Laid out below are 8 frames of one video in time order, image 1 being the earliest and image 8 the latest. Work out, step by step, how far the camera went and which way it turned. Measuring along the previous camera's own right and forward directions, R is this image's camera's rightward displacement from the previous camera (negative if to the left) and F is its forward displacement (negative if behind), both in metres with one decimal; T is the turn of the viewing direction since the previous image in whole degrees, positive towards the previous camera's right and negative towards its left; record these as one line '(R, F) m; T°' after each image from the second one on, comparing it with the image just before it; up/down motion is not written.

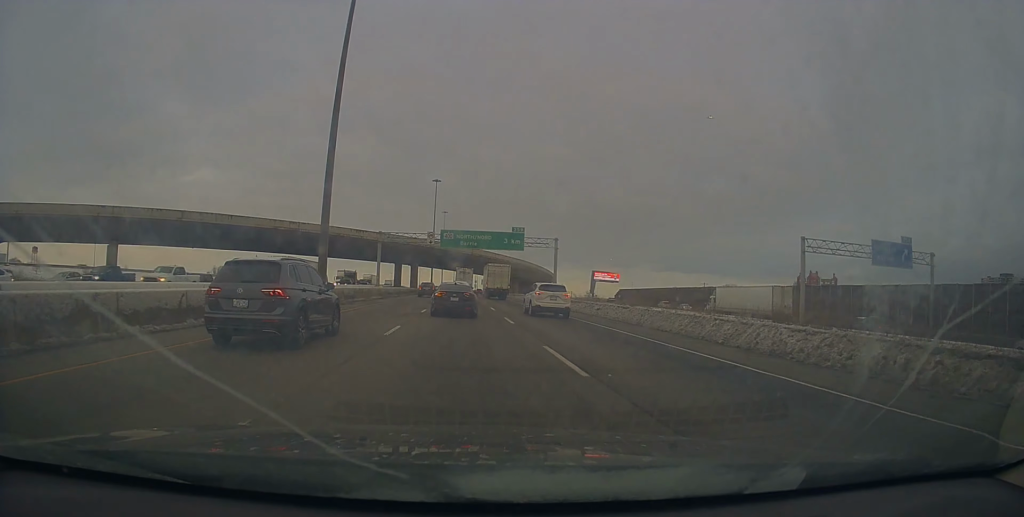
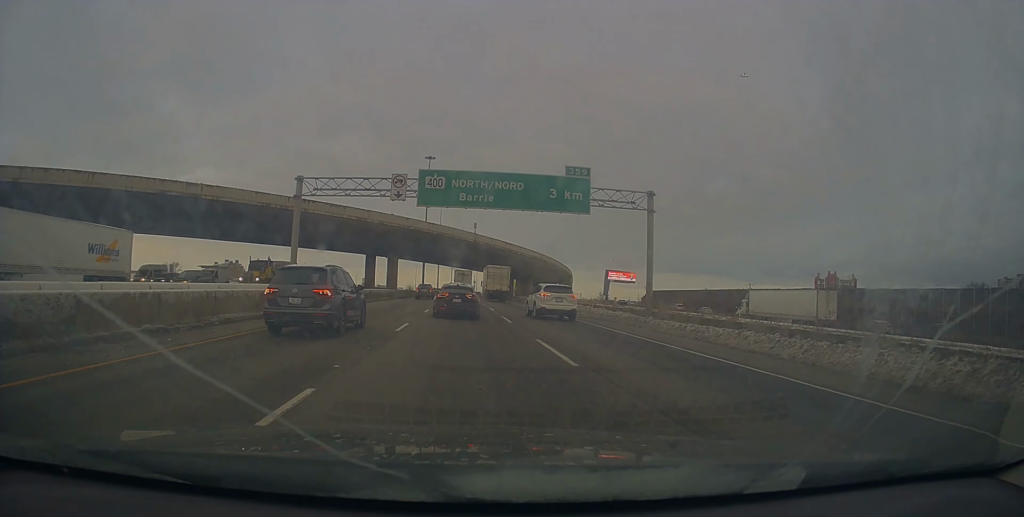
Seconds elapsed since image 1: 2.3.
(-0.2, +34.1) m; 0°
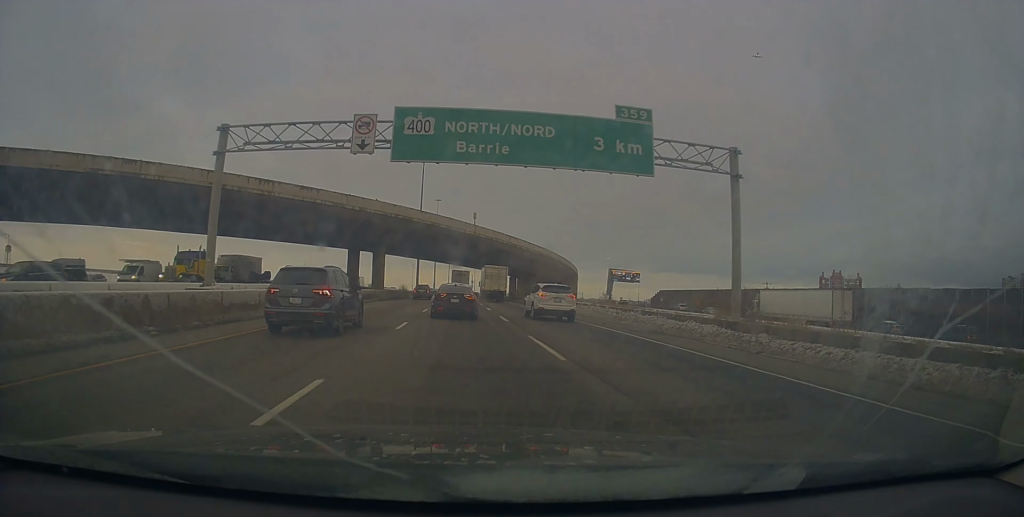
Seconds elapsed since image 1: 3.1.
(+0.3, +11.2) m; 0°
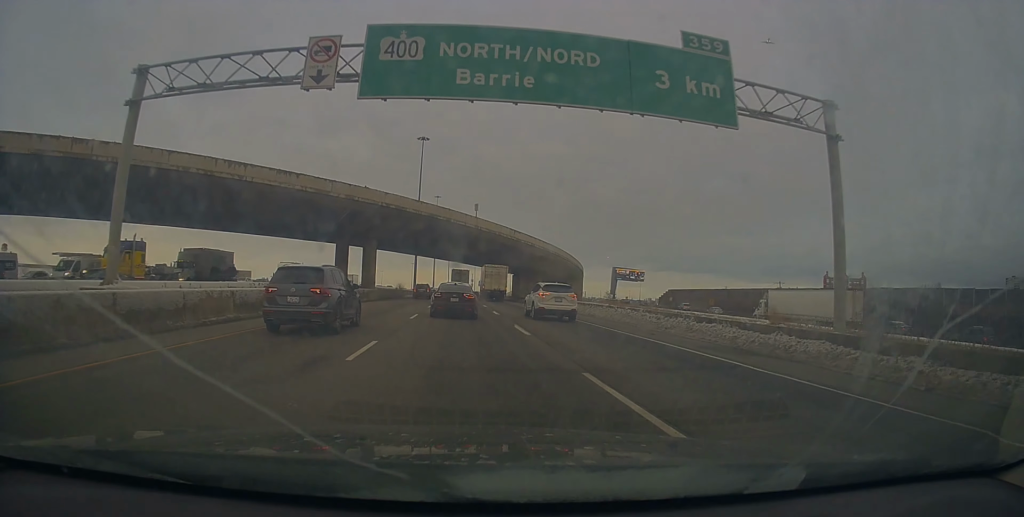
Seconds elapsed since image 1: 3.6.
(+0.2, +6.9) m; 0°
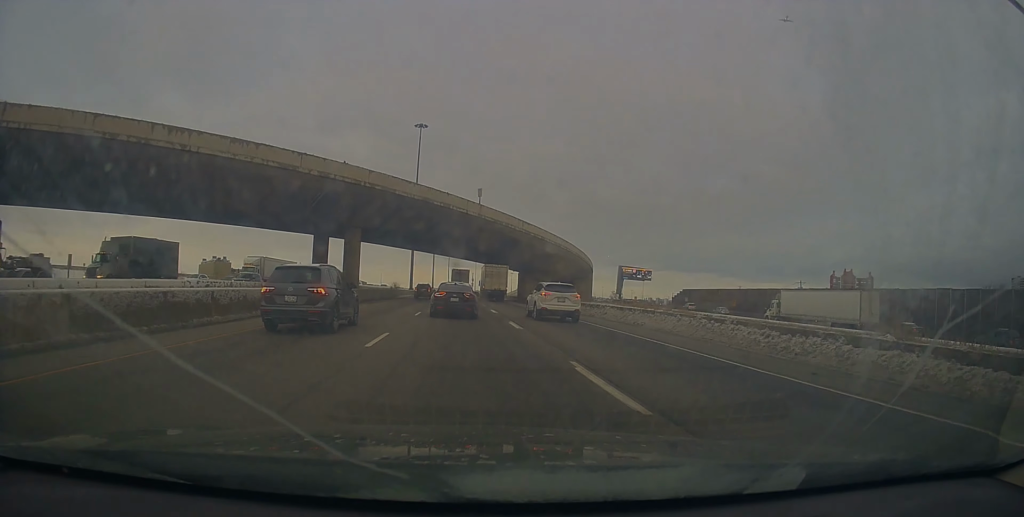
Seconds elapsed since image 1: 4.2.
(-0.4, +10.0) m; 0°
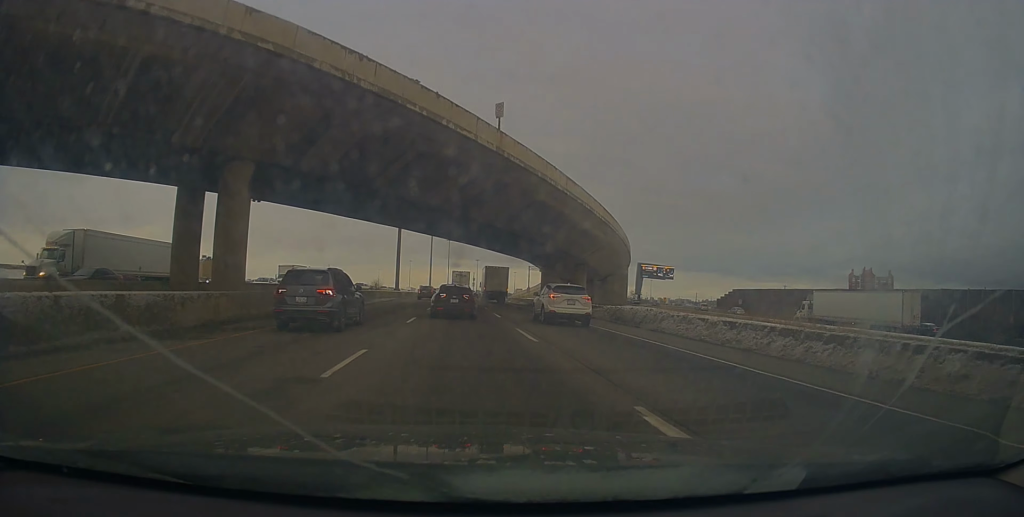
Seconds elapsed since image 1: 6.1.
(+0.4, +27.8) m; -1°
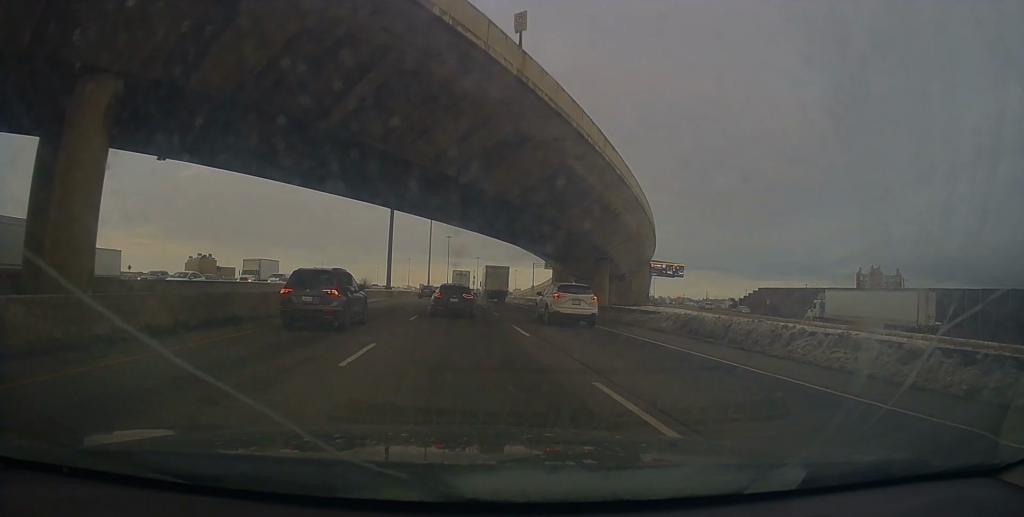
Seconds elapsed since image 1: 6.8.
(-0.3, +10.9) m; -1°
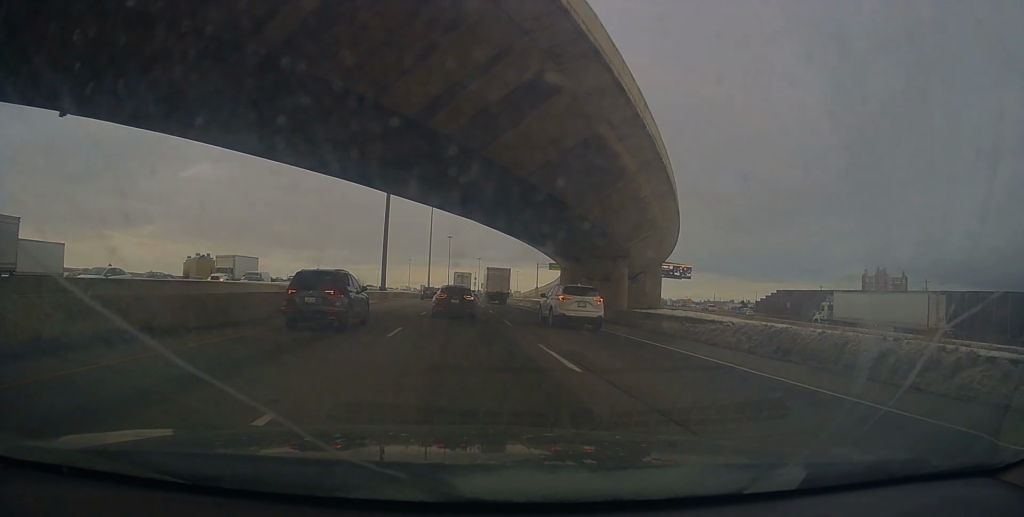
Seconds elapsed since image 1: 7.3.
(-0.3, +6.5) m; +1°
